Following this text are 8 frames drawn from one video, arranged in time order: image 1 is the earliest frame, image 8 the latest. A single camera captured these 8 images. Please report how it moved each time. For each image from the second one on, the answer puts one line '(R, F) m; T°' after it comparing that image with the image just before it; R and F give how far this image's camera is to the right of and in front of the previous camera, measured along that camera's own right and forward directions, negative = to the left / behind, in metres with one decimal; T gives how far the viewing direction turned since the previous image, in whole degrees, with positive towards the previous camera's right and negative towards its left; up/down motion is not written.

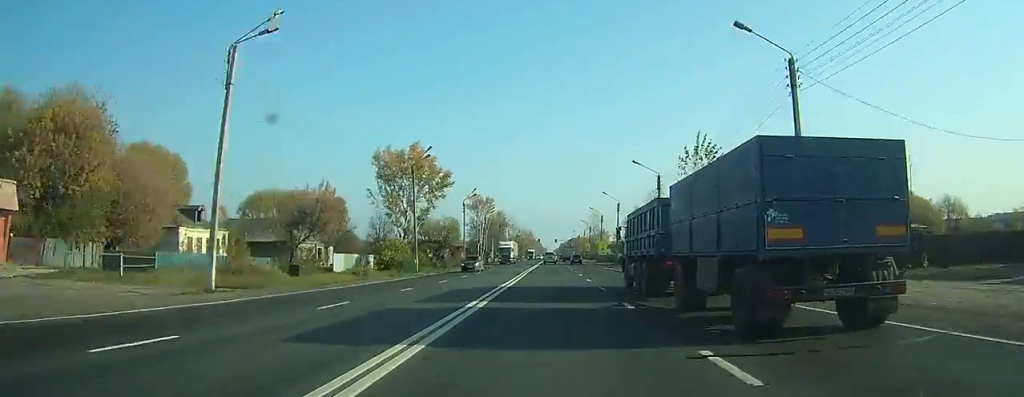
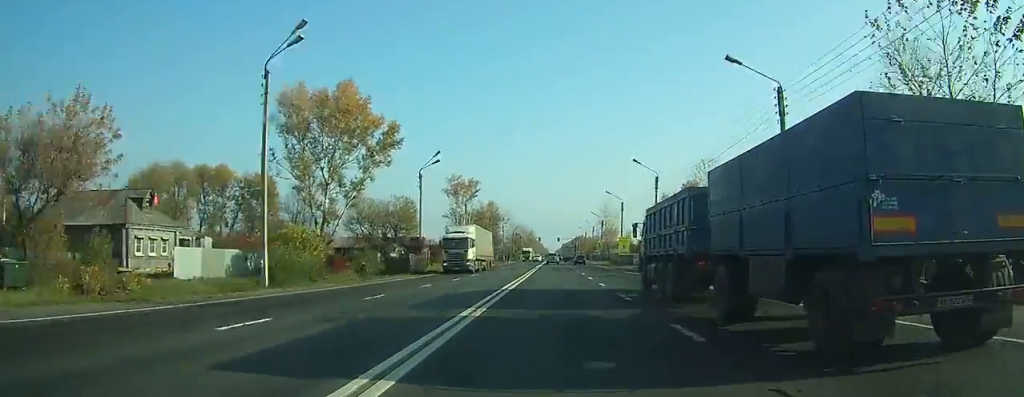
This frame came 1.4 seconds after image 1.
(0.0, +29.5) m; 0°
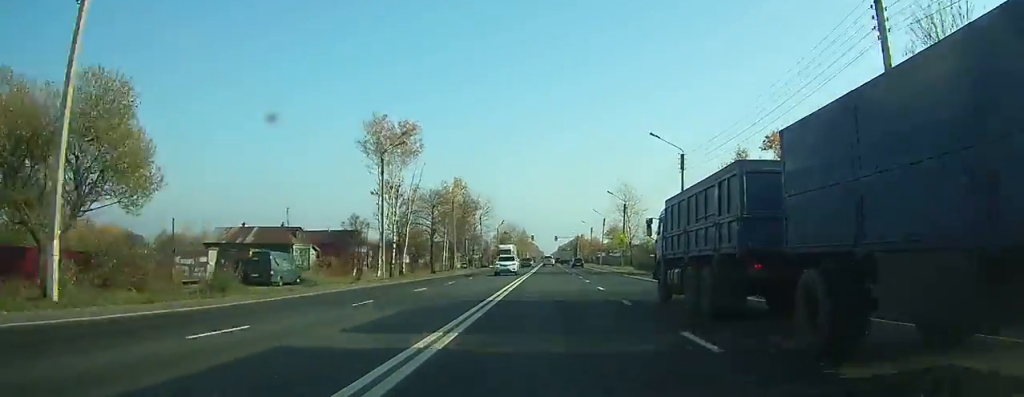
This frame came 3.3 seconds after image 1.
(0.0, +41.0) m; 0°
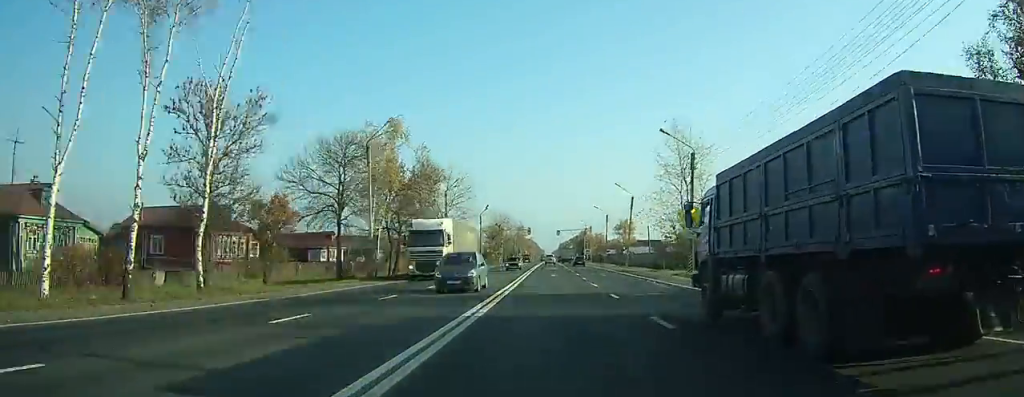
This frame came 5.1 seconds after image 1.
(0.0, +37.0) m; 0°
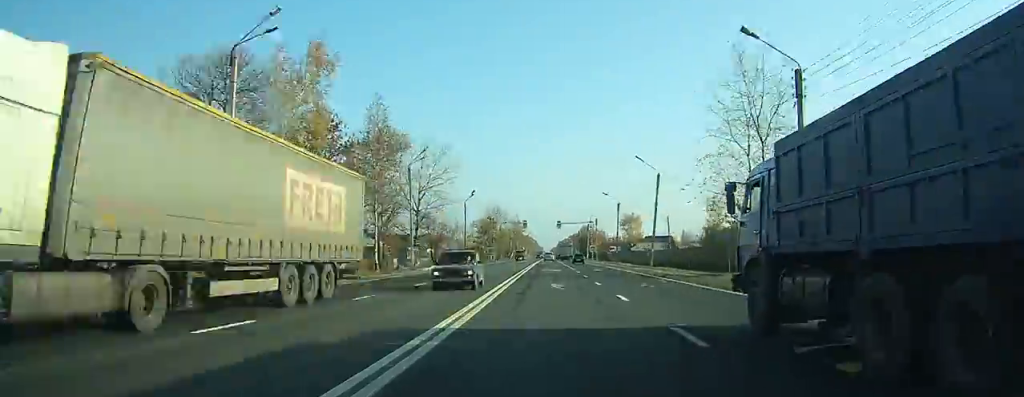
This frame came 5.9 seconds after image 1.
(+0.1, +18.5) m; 0°
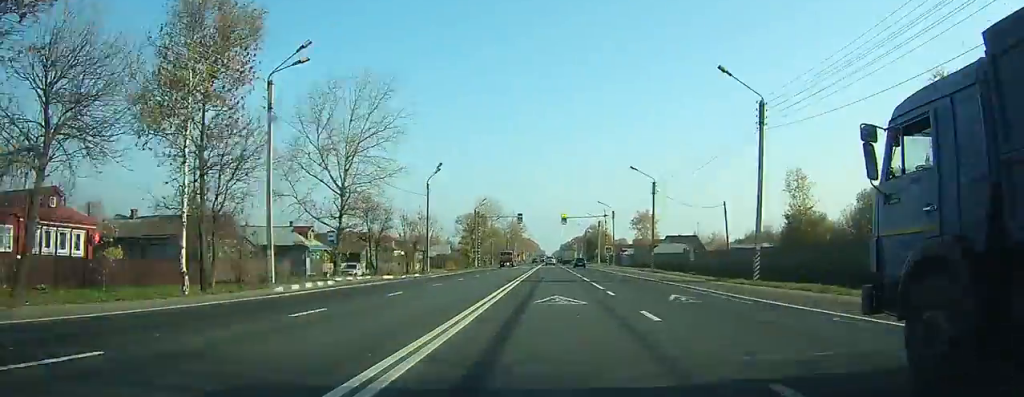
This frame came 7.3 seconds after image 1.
(+0.2, +28.3) m; 0°
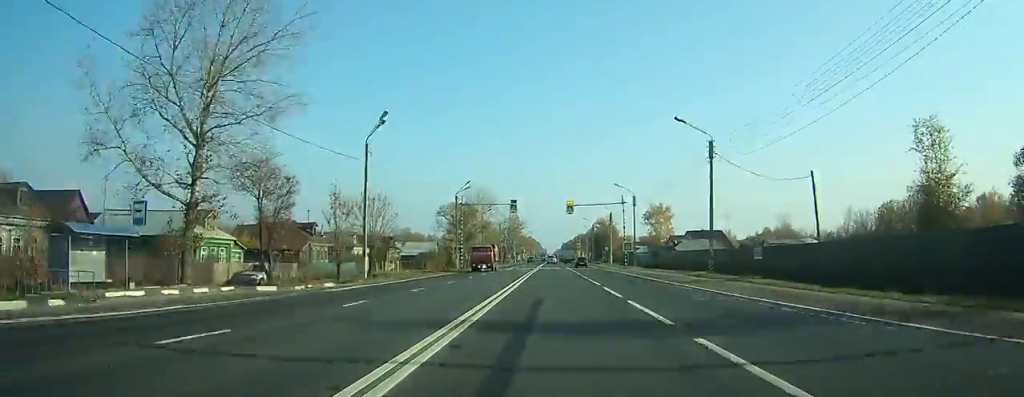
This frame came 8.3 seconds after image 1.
(-0.1, +21.0) m; 0°
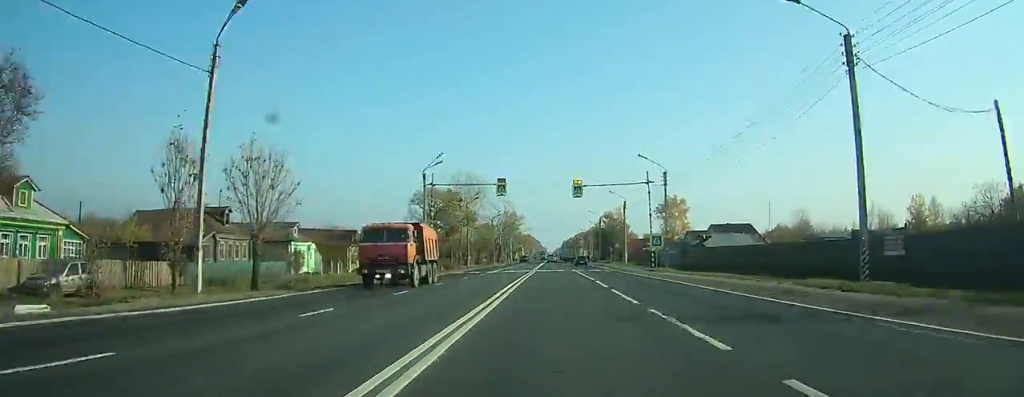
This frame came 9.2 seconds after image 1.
(-0.1, +19.5) m; 0°
